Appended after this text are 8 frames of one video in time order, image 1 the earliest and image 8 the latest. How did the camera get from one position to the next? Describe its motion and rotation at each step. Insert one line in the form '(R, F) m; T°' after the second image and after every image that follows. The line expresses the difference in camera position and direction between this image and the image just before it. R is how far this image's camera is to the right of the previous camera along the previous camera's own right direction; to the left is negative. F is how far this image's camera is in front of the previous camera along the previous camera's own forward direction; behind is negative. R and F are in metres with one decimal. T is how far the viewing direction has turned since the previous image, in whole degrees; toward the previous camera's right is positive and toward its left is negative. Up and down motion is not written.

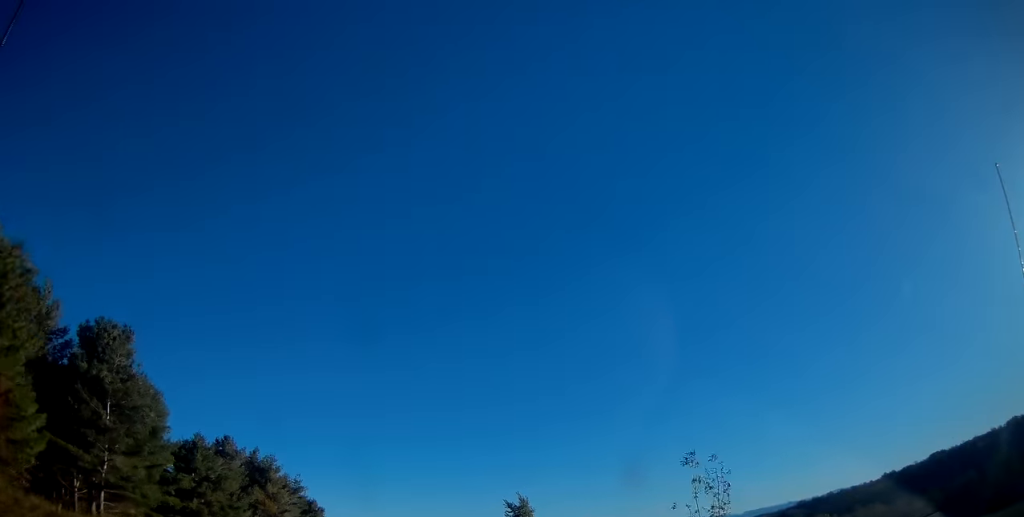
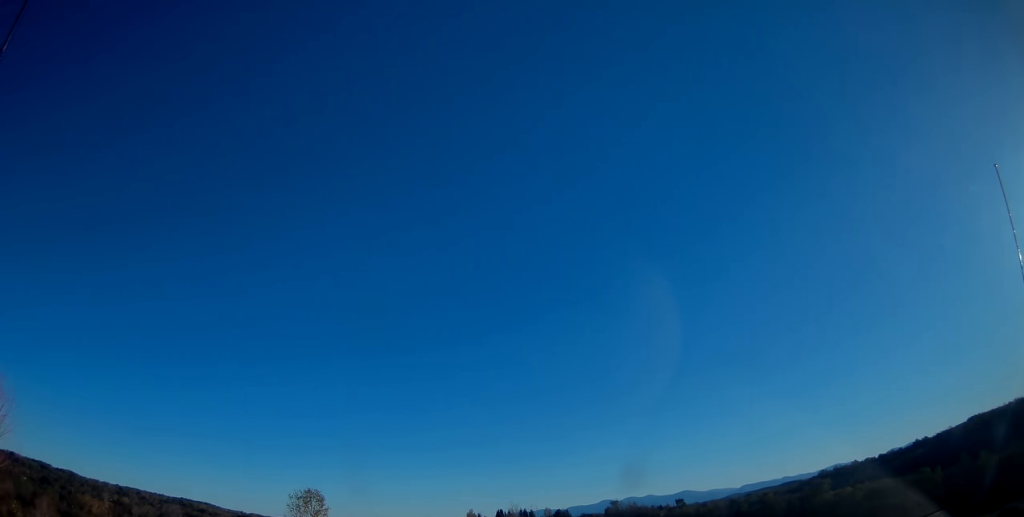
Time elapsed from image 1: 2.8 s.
(+0.7, +70.2) m; +1°
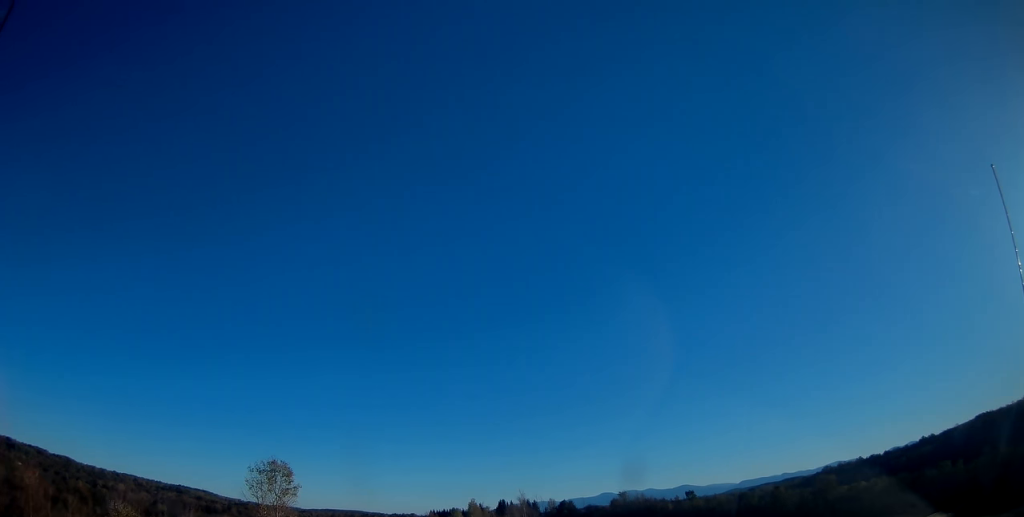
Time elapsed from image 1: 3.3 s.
(-0.2, +13.2) m; 0°
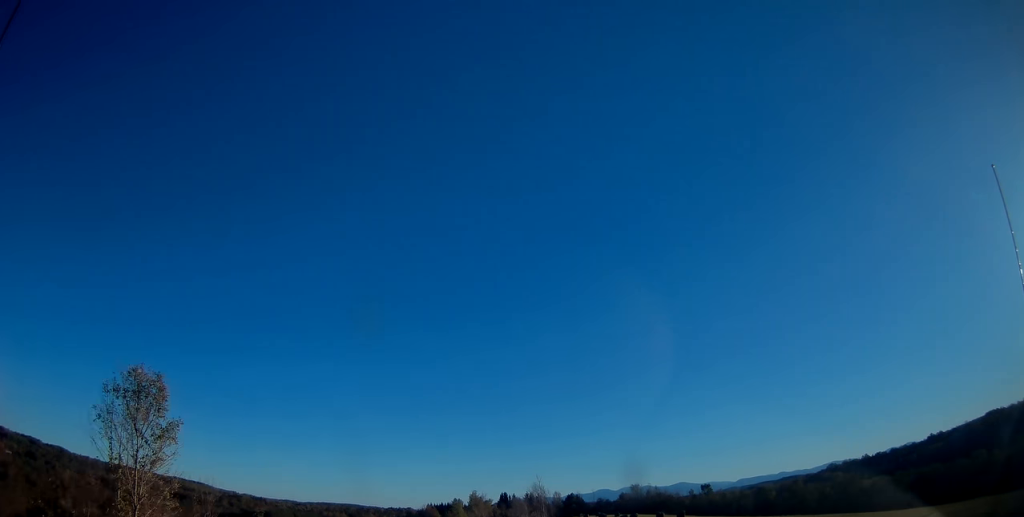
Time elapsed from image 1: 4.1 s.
(-0.1, +20.6) m; 0°
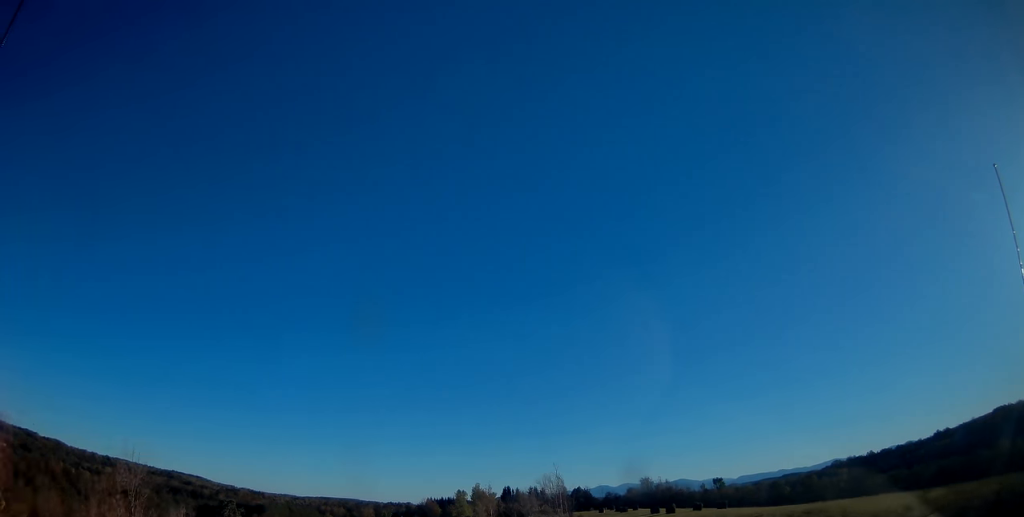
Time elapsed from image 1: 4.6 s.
(-0.1, +12.3) m; 0°
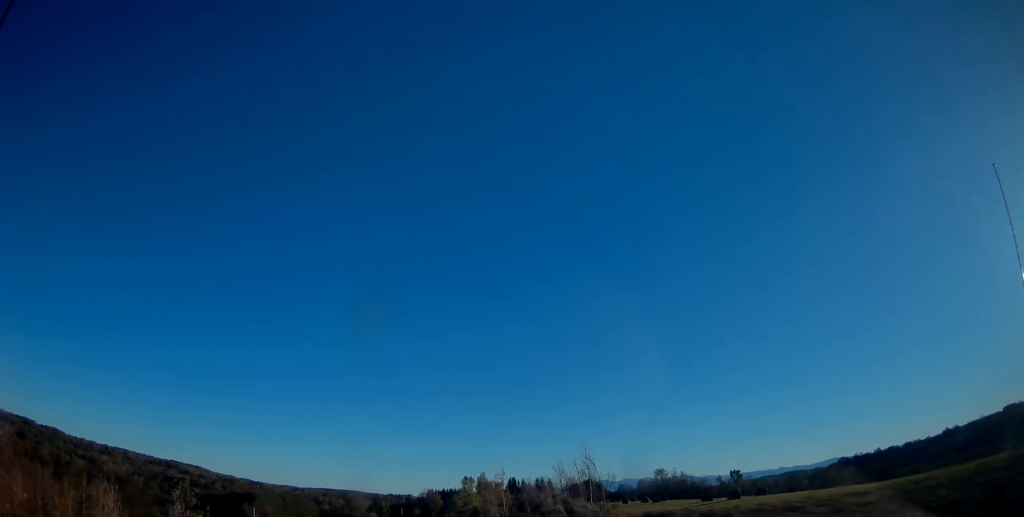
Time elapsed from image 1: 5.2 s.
(+0.2, +14.8) m; 0°
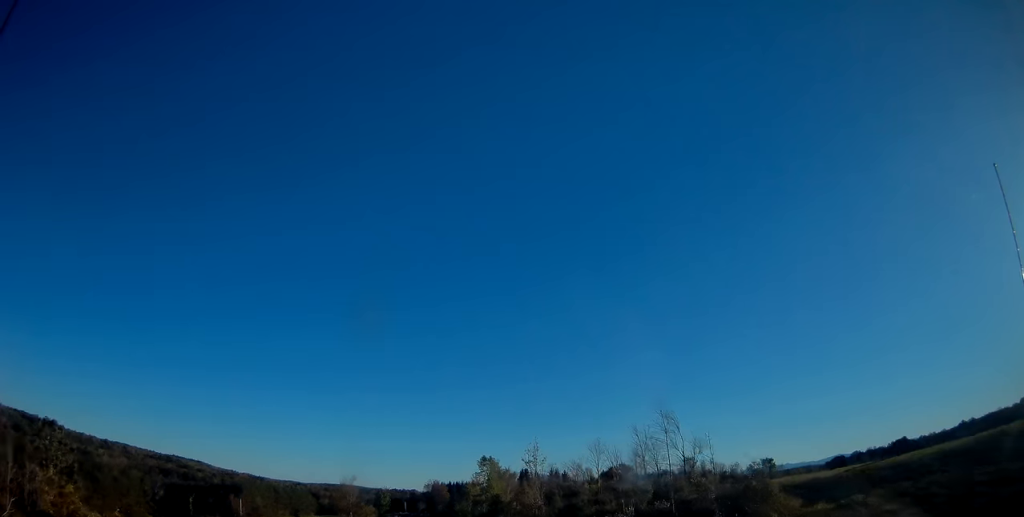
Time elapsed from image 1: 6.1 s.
(+0.1, +22.3) m; 0°
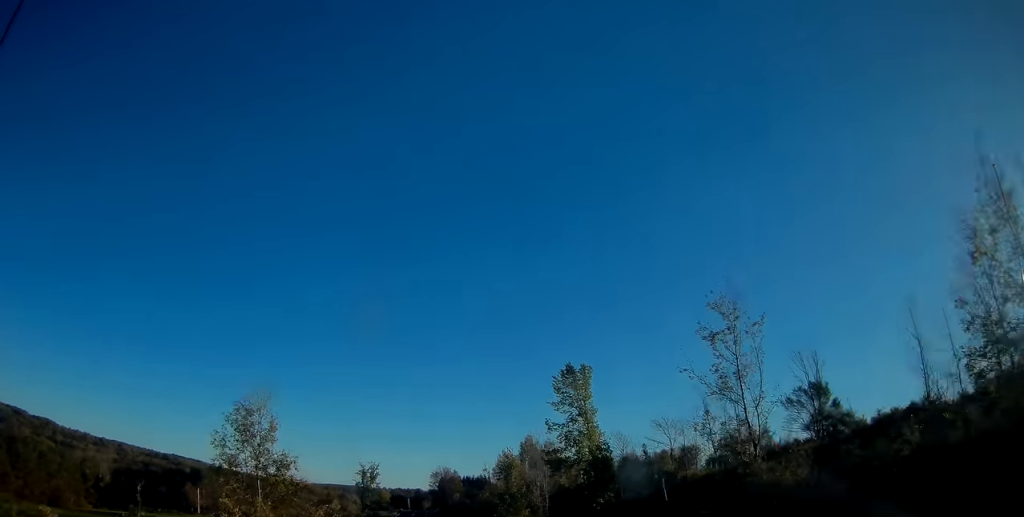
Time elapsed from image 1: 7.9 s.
(-0.3, +44.3) m; -1°
